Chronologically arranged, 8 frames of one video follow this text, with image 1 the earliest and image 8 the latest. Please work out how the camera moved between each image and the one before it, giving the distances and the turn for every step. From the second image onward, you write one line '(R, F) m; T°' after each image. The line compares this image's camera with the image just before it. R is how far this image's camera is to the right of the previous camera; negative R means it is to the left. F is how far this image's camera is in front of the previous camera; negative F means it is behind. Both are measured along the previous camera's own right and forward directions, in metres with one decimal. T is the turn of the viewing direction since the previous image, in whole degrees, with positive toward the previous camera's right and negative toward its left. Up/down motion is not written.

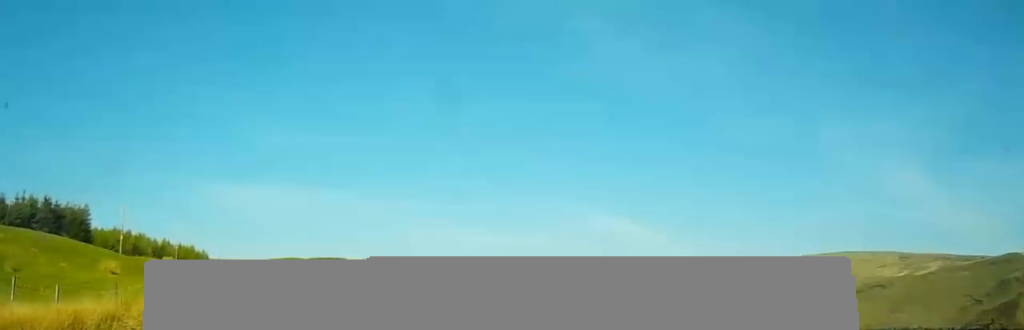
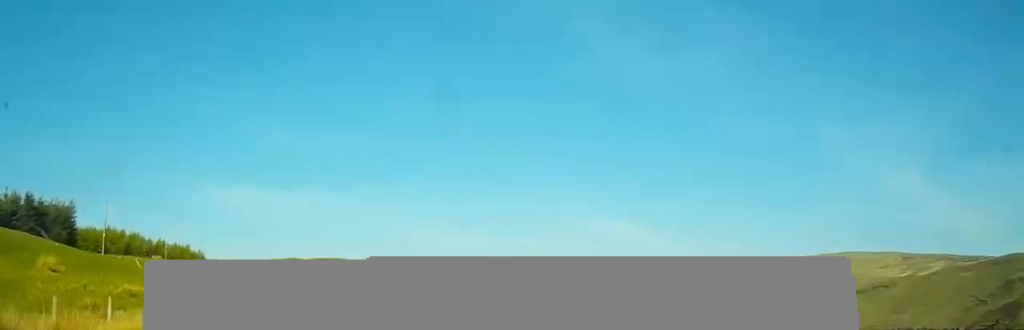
(0.0, +5.8) m; 0°
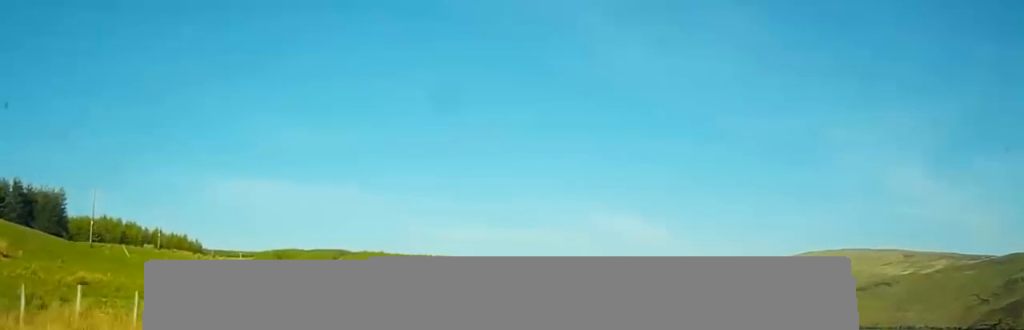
(0.0, +3.8) m; 0°
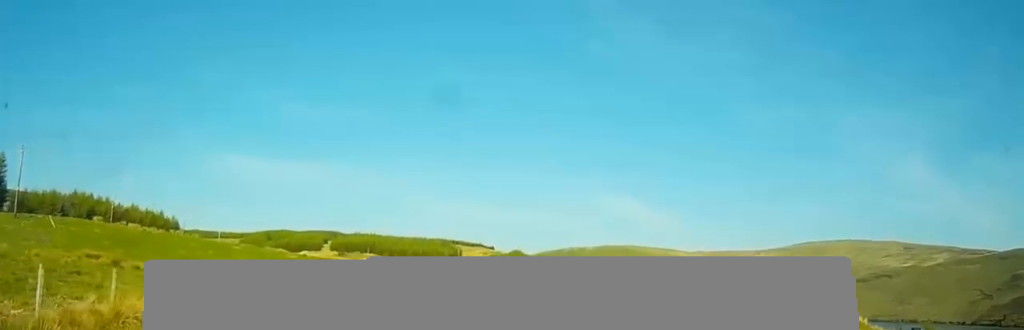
(0.0, +17.3) m; +1°
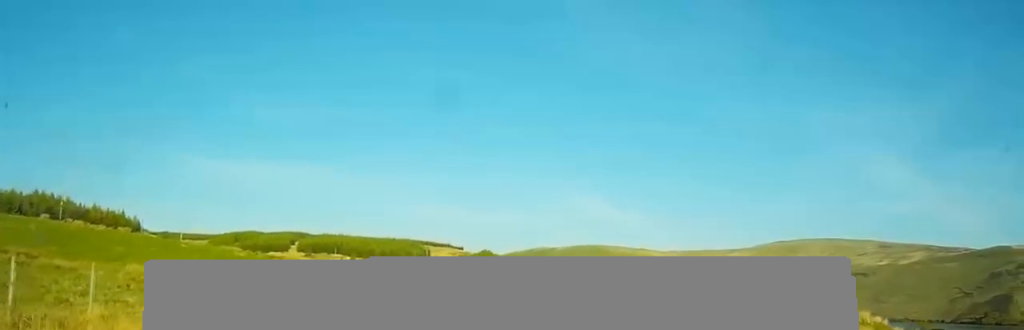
(+0.1, +7.8) m; +1°
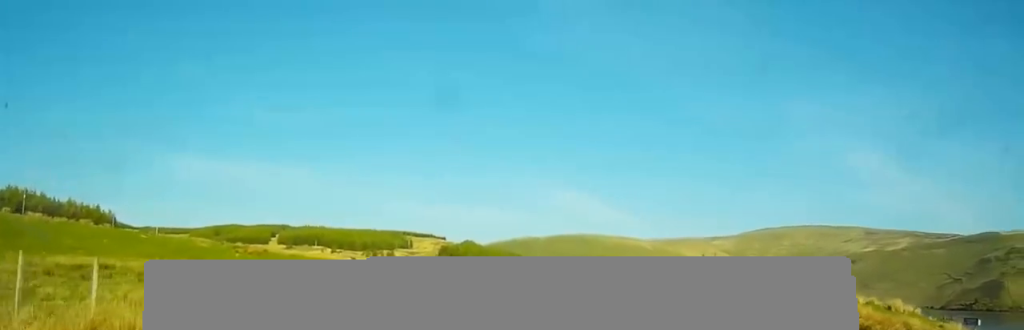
(0.0, +6.5) m; +1°
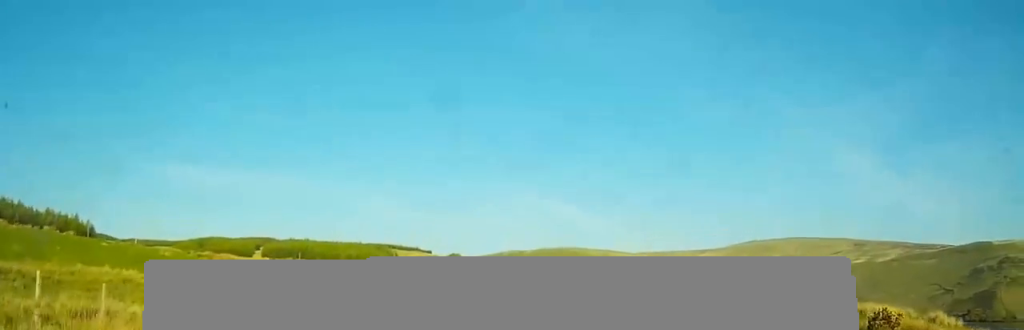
(-0.1, +6.3) m; +1°
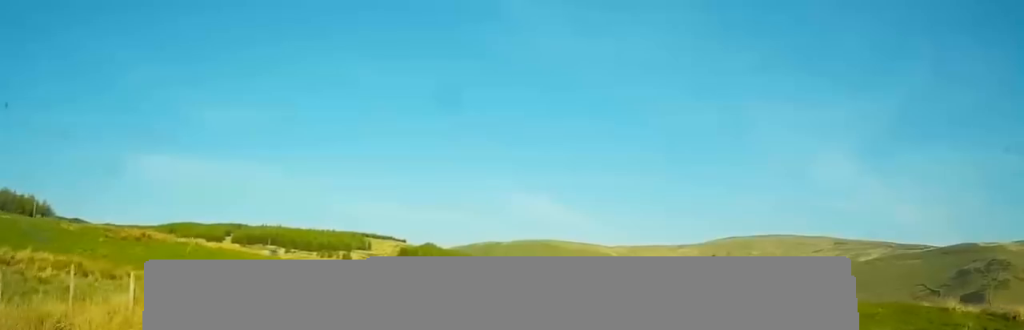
(+0.4, +14.5) m; +2°
